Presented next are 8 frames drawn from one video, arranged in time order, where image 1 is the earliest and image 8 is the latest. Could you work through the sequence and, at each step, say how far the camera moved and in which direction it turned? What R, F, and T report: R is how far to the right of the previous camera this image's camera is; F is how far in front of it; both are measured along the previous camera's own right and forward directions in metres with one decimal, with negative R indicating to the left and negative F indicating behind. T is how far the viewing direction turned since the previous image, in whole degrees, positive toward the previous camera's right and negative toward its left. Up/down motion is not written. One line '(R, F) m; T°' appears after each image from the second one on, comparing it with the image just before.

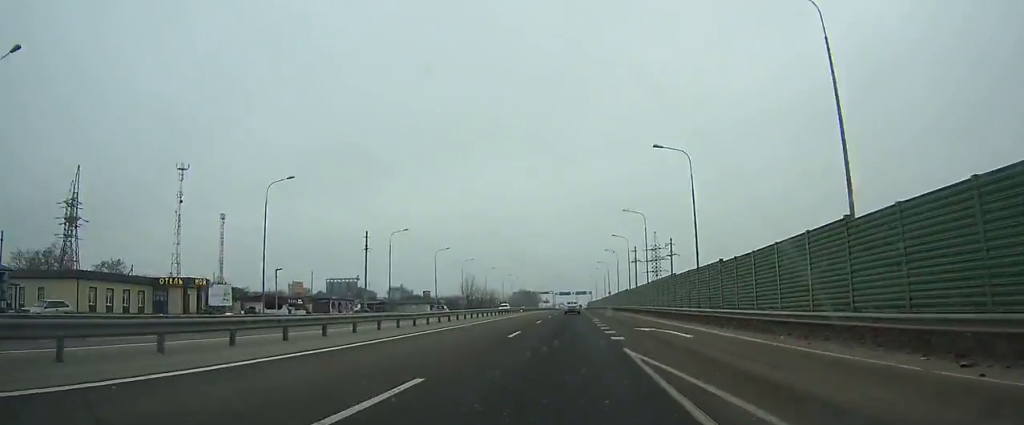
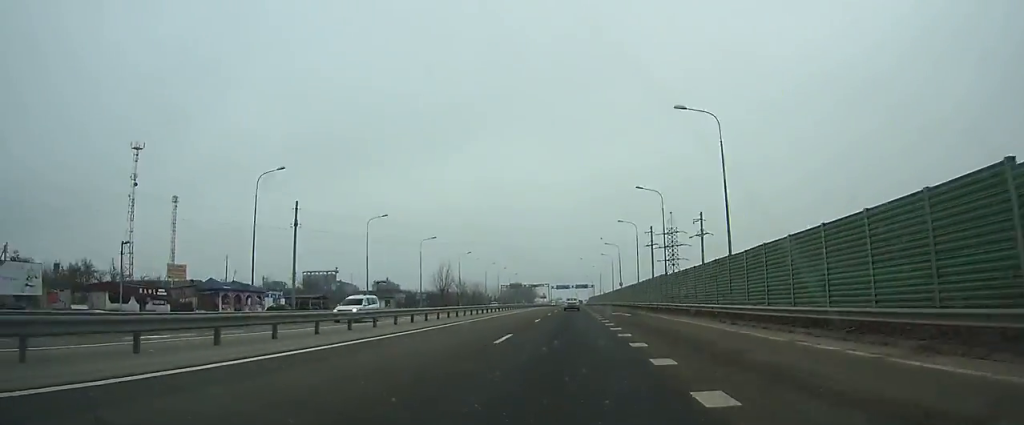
(-0.1, +37.1) m; 0°
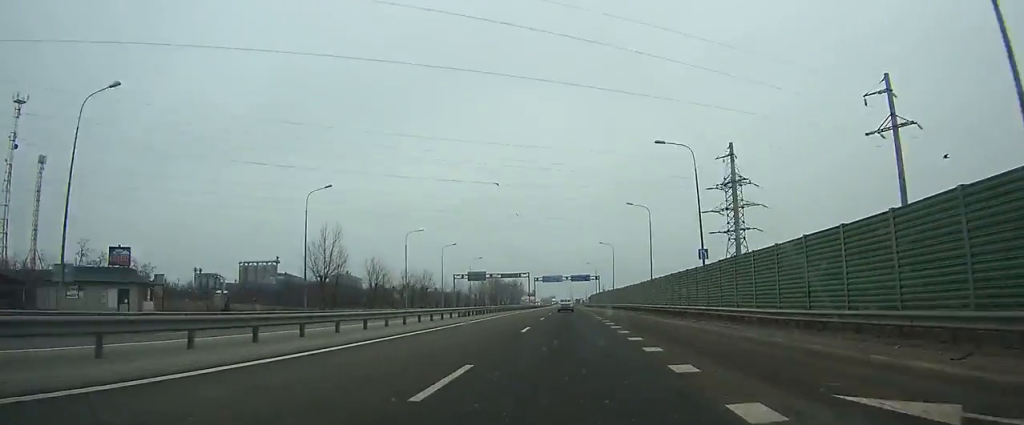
(-0.1, +74.9) m; 0°
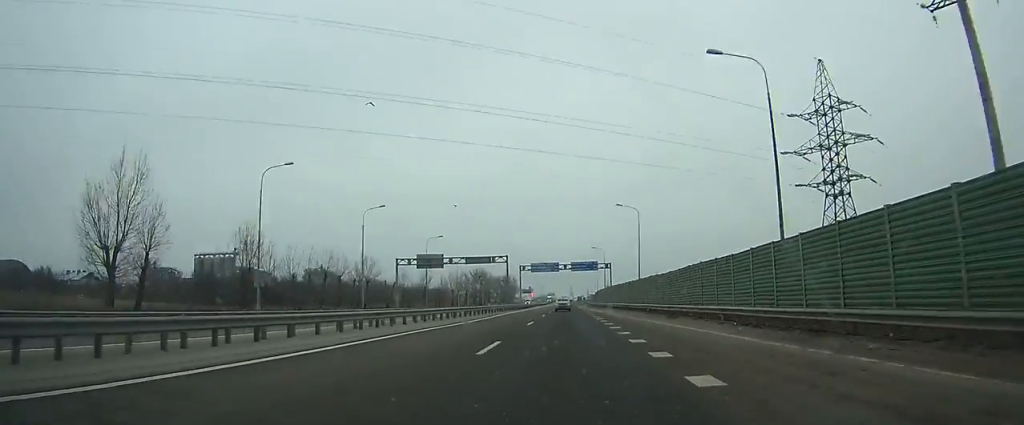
(0.0, +42.4) m; 0°
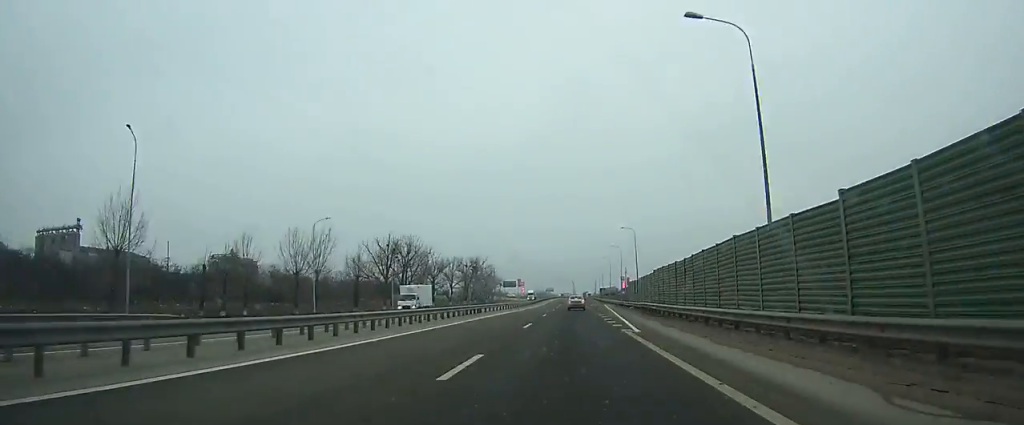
(0.0, +98.2) m; 0°
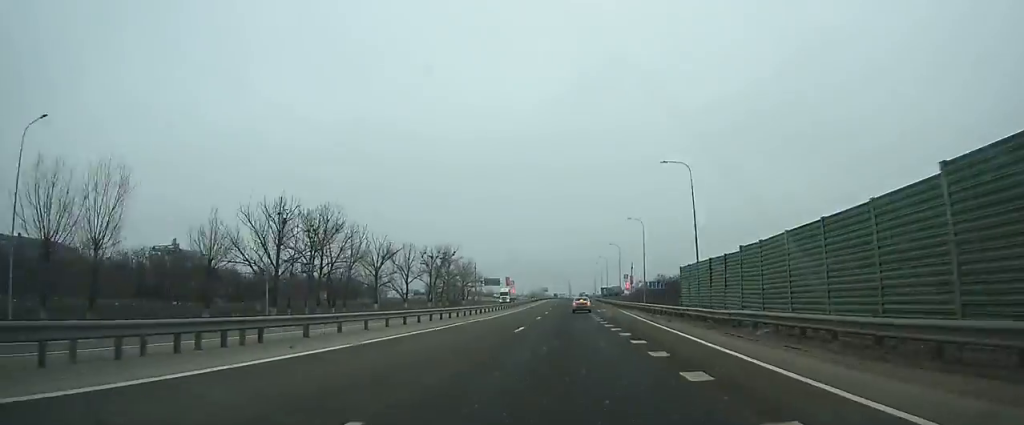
(0.0, +36.7) m; 0°
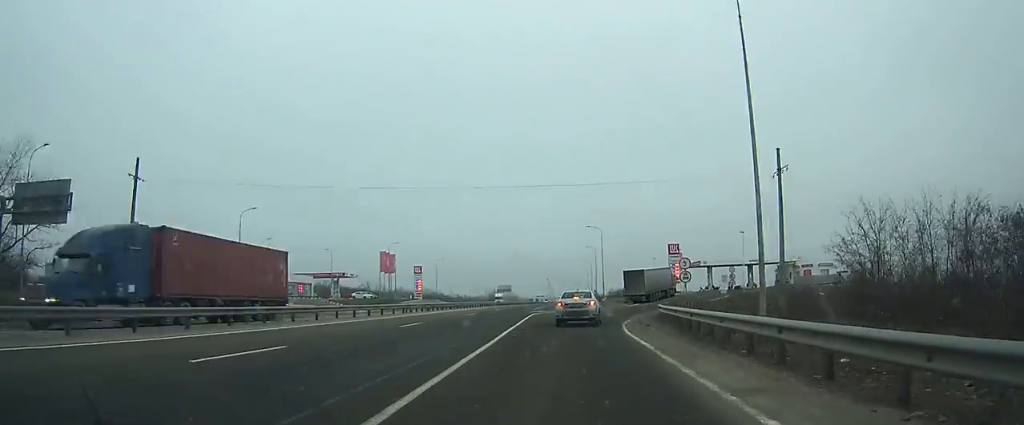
(+2.4, +144.4) m; +4°
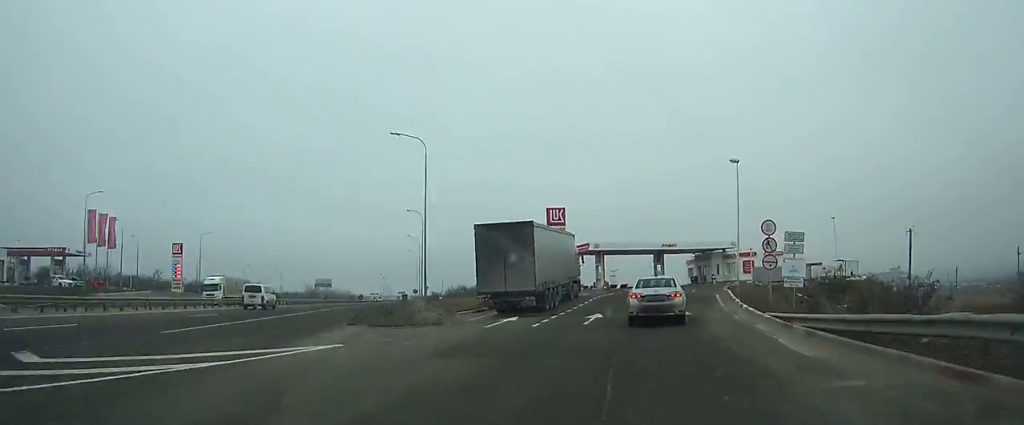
(+3.3, +45.3) m; +14°
